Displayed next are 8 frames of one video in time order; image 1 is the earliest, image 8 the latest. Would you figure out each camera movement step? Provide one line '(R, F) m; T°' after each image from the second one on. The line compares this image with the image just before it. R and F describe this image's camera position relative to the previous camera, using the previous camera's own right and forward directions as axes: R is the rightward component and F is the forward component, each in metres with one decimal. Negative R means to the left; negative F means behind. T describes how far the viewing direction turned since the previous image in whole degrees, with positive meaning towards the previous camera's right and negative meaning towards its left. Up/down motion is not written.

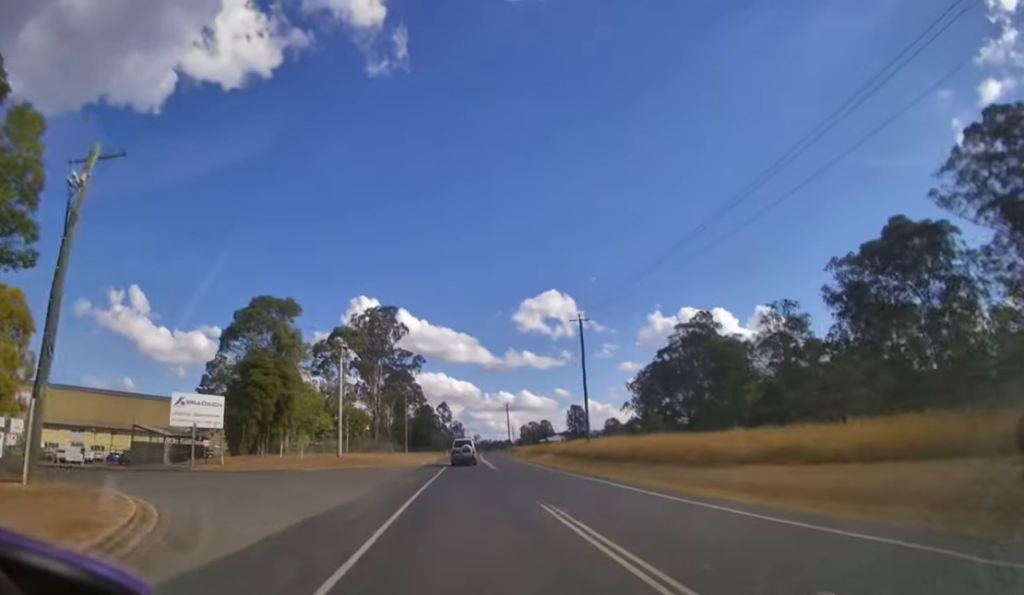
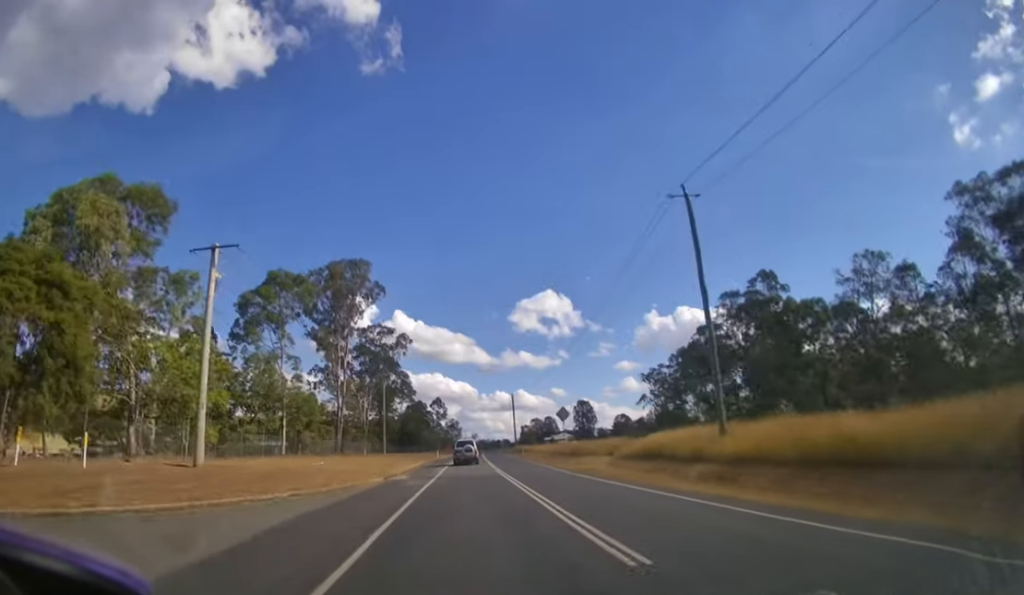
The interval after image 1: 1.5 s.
(+0.1, +21.0) m; +1°
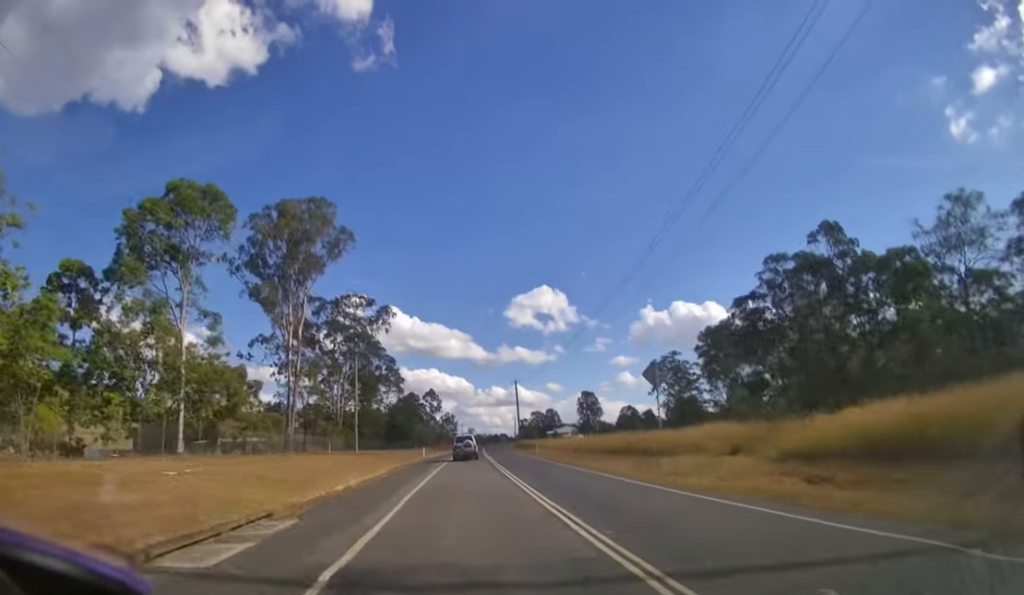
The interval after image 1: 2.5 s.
(0.0, +15.6) m; 0°
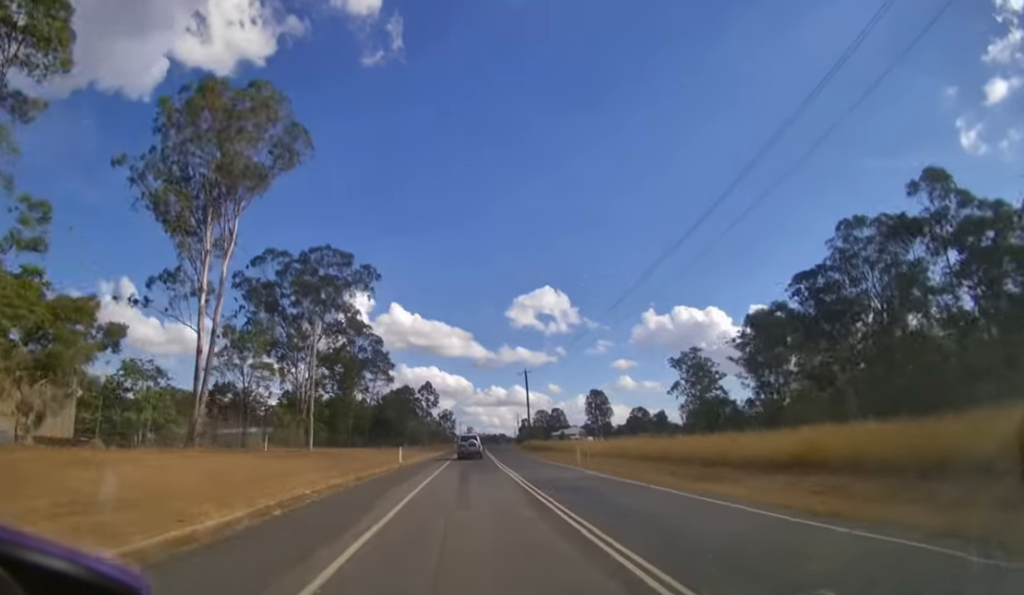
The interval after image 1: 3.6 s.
(0.0, +17.1) m; 0°
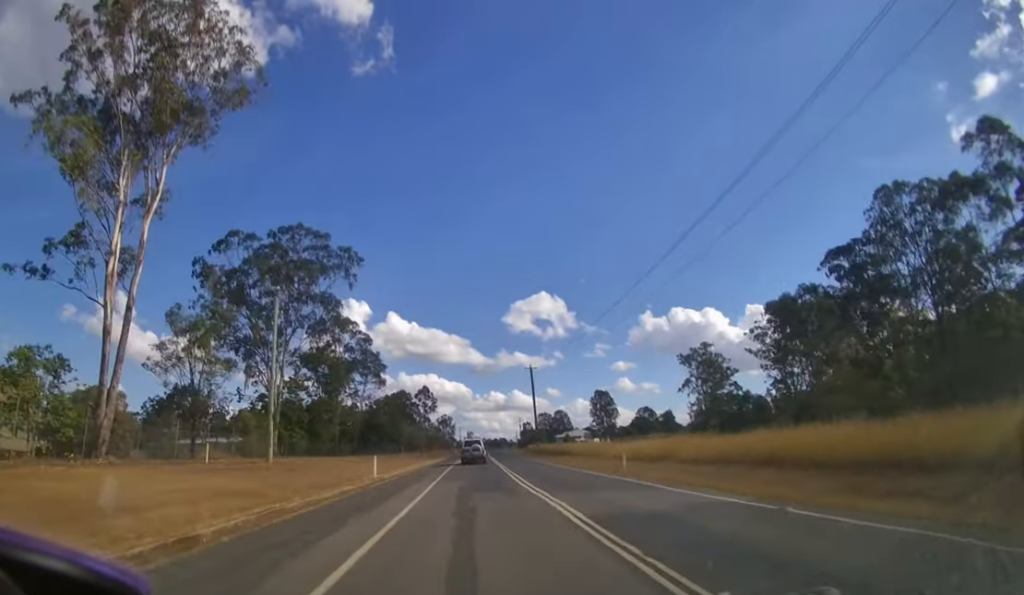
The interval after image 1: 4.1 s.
(0.0, +8.8) m; 0°
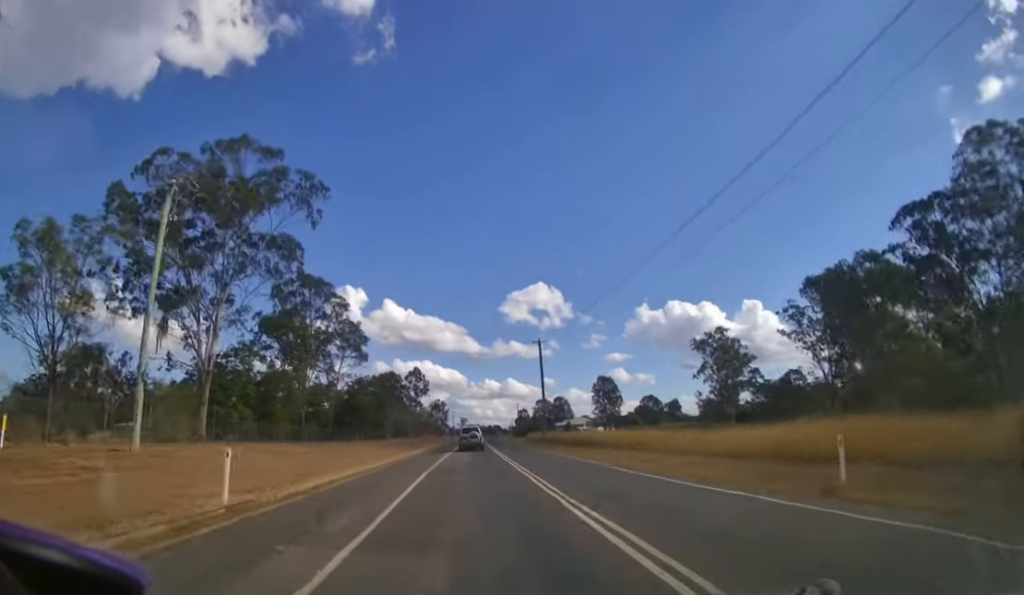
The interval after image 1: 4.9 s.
(0.0, +15.5) m; 0°
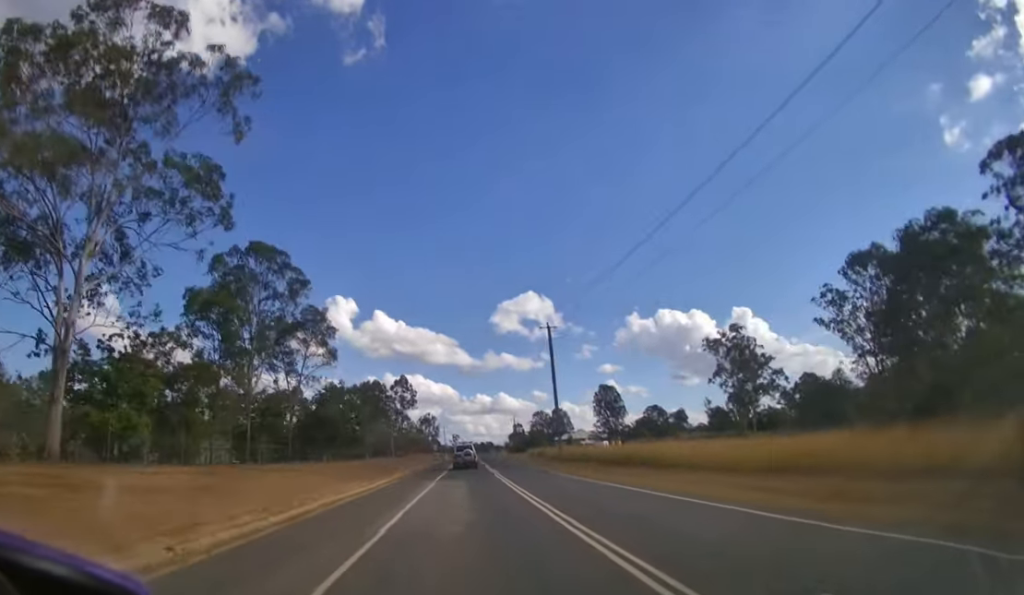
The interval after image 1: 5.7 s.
(+0.1, +17.0) m; 0°
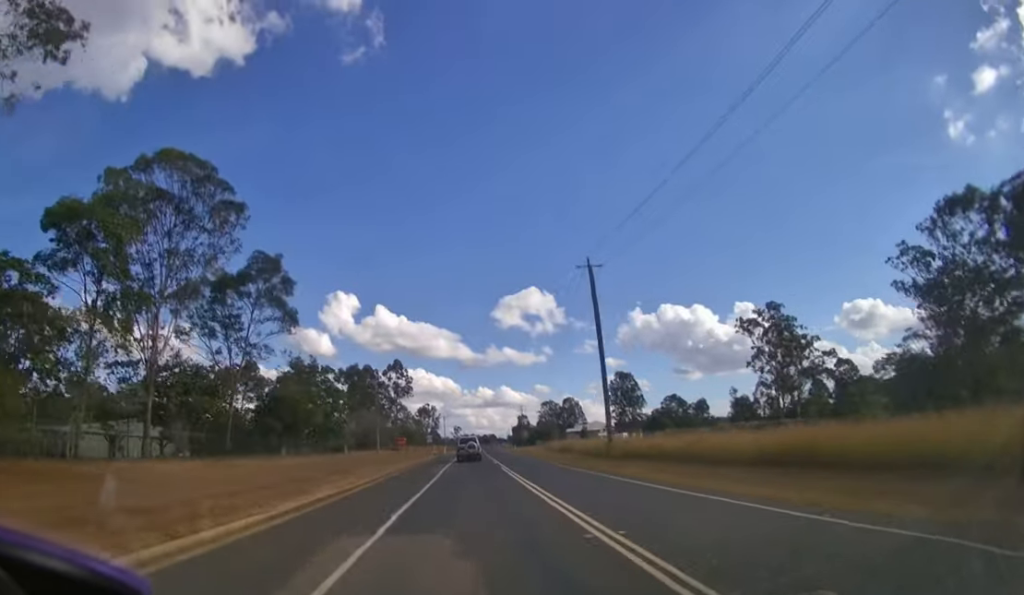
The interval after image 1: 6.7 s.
(+0.1, +18.9) m; 0°
